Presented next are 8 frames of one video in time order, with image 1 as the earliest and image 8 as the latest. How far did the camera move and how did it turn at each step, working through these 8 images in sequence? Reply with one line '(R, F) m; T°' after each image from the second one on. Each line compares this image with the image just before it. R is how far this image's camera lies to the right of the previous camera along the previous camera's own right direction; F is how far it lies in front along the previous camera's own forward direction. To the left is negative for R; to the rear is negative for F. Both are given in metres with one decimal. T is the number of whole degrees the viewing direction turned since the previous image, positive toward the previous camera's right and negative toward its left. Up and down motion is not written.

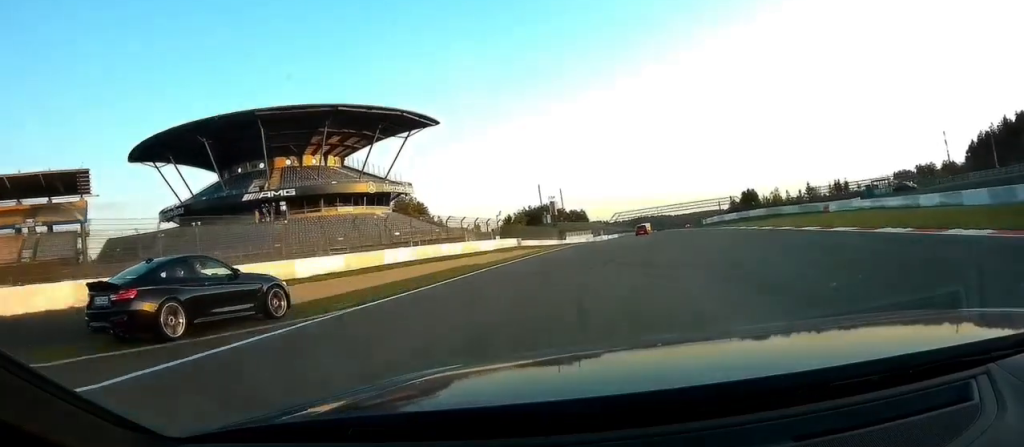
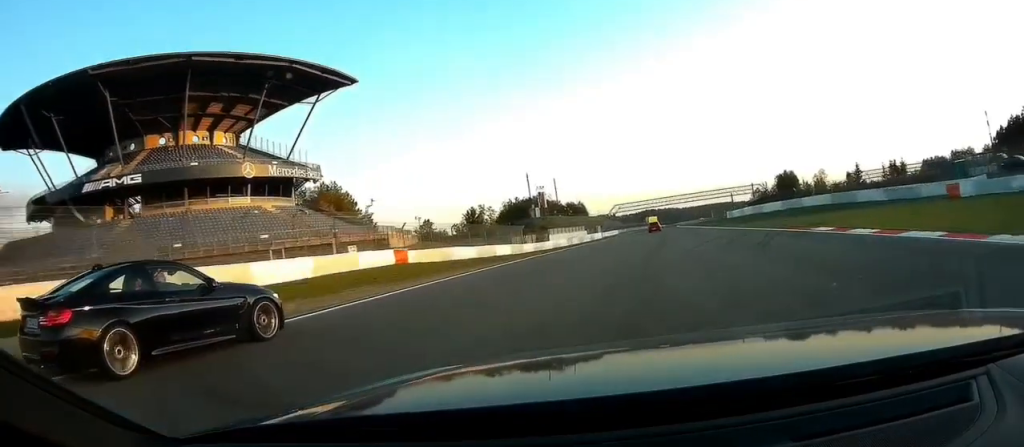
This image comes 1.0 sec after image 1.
(0.0, +29.3) m; 0°
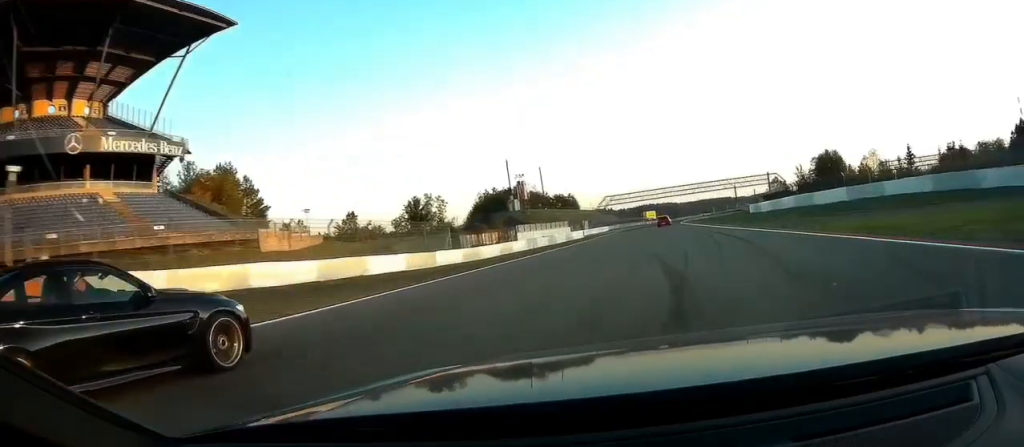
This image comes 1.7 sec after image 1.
(-0.1, +24.0) m; 0°
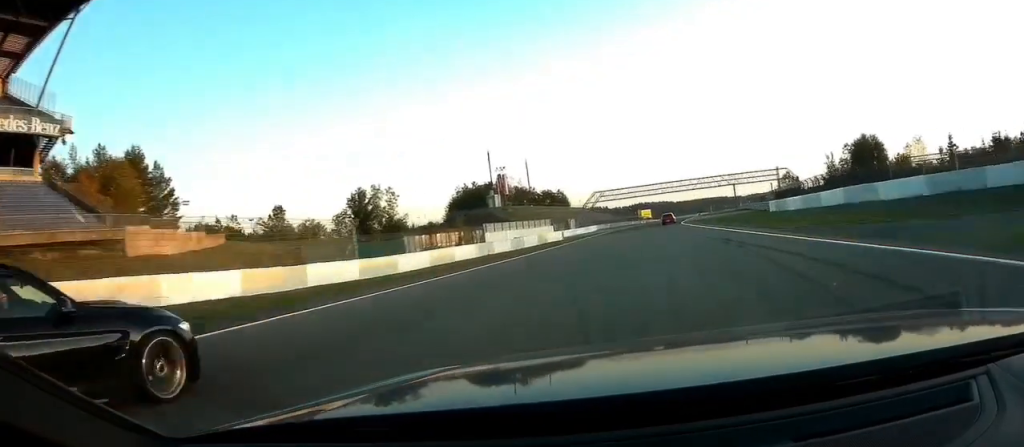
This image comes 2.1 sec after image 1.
(-0.1, +14.3) m; 0°
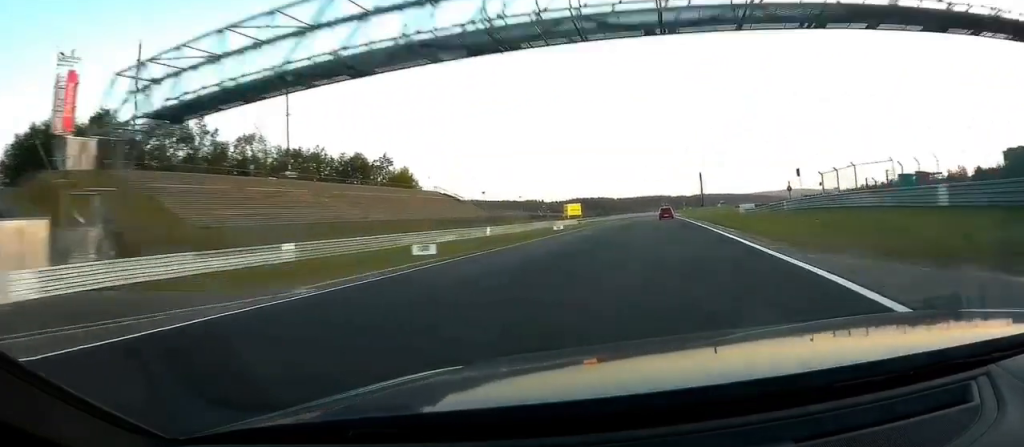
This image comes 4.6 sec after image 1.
(+6.2, +121.7) m; +5°
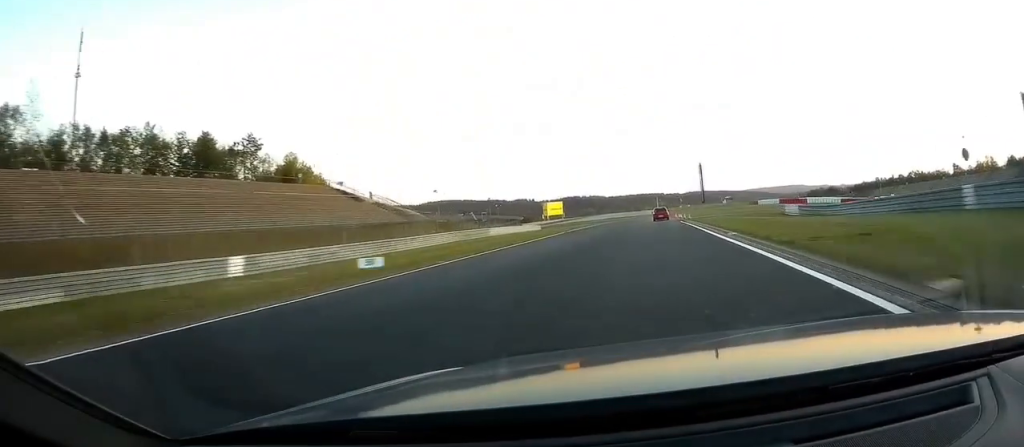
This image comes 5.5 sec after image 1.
(+0.4, +46.5) m; 0°
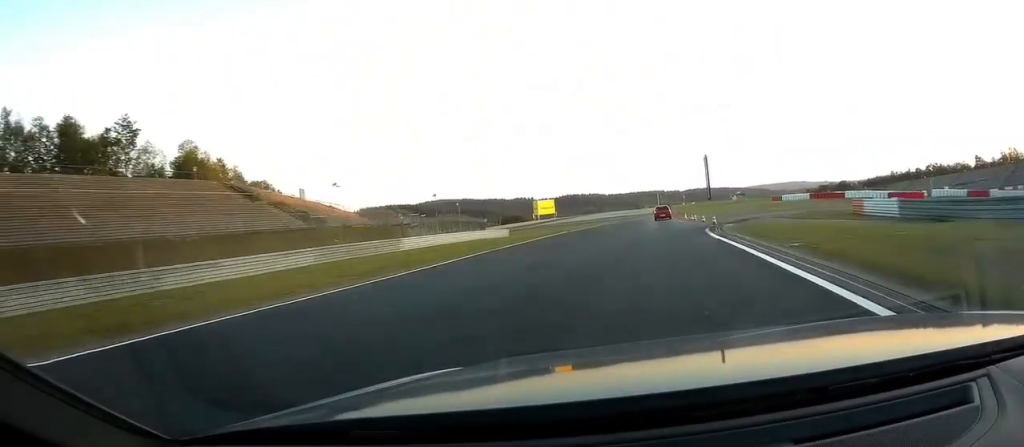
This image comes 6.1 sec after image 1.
(0.0, +27.1) m; 0°
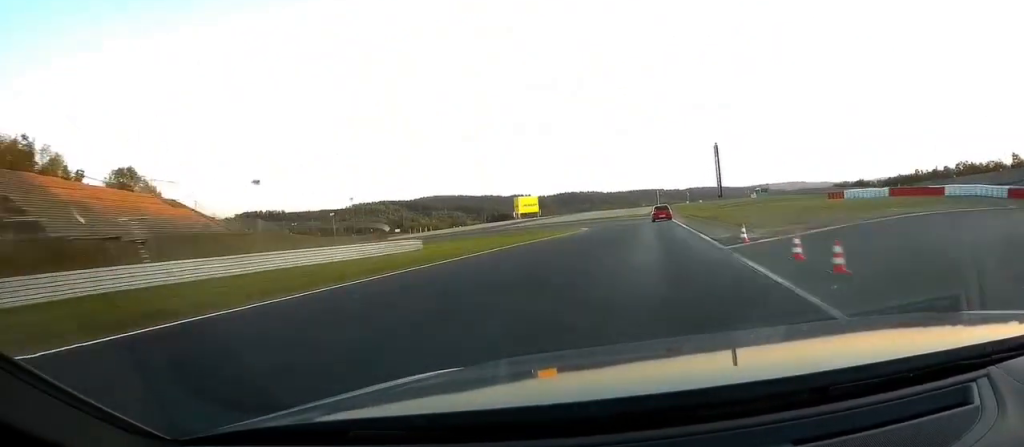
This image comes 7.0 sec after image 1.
(-0.2, +35.4) m; -4°
